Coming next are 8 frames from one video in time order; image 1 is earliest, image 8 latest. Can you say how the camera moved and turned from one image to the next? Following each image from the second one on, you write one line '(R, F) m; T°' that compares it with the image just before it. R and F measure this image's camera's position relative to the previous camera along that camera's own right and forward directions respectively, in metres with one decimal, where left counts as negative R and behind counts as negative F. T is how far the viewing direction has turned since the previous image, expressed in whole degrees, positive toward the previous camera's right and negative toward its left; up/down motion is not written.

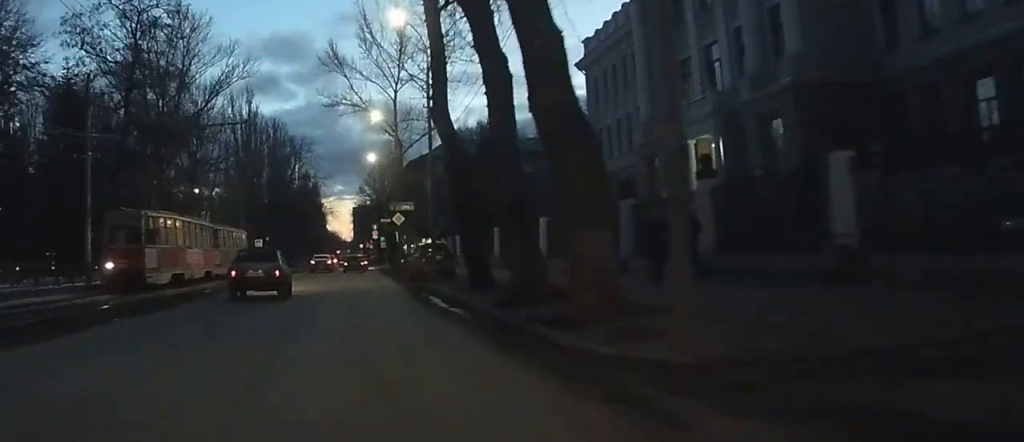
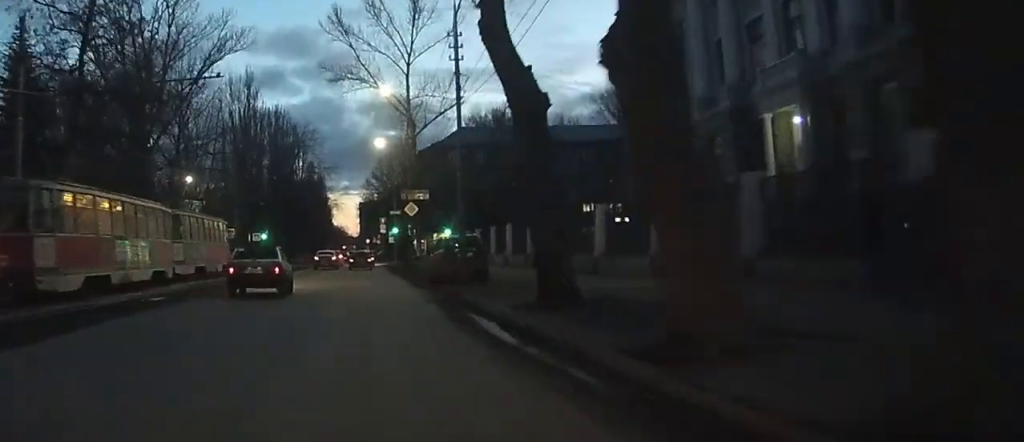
(0.0, +8.8) m; 0°
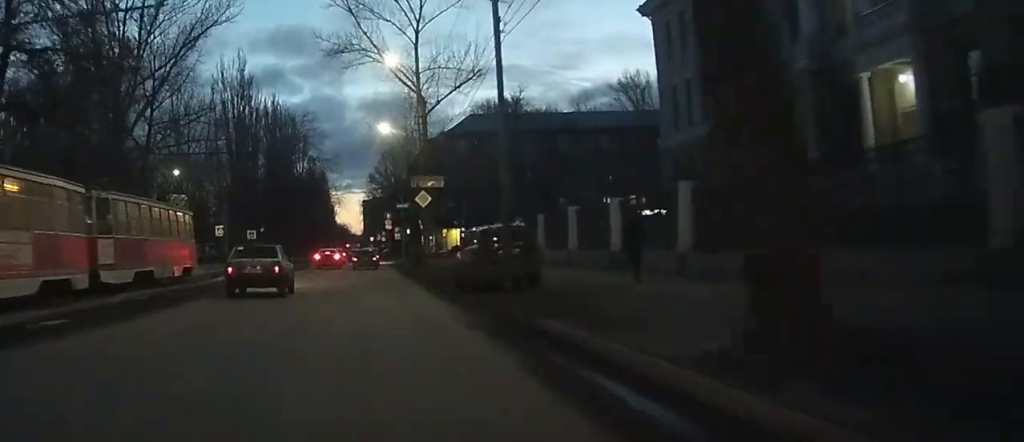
(-0.1, +8.4) m; 0°
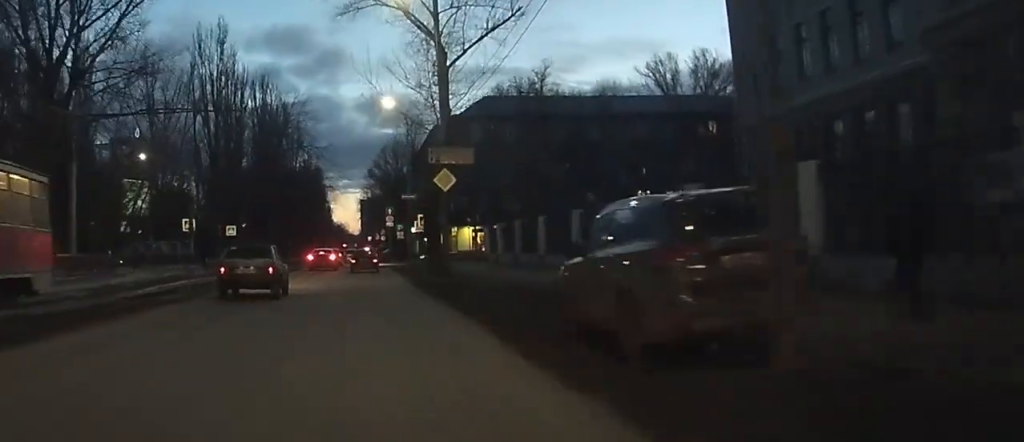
(0.0, +14.3) m; +1°
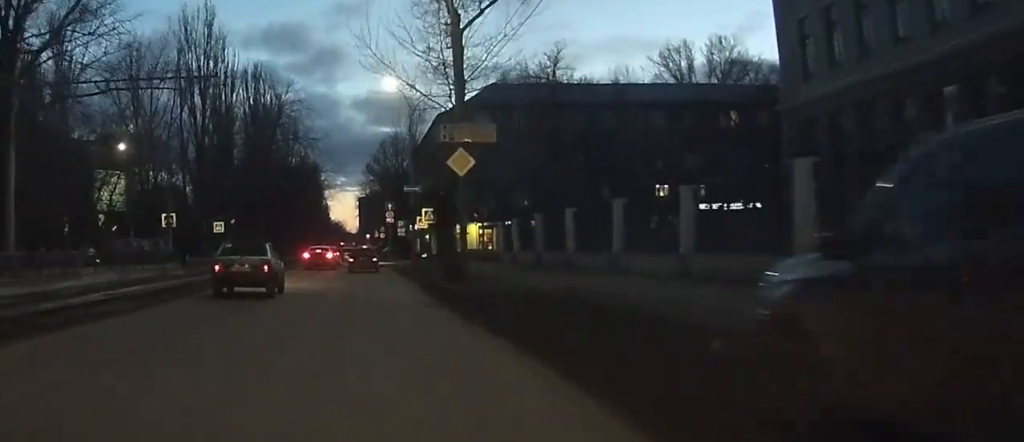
(0.0, +6.7) m; 0°
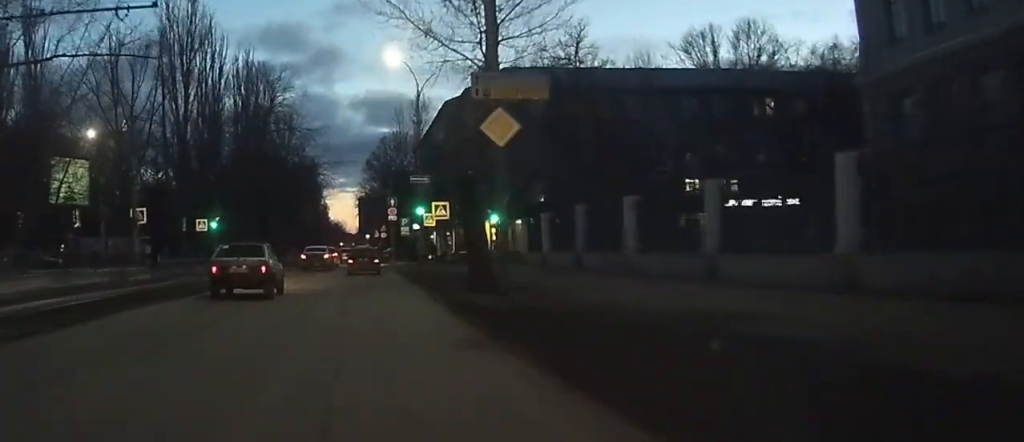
(0.0, +8.7) m; 0°
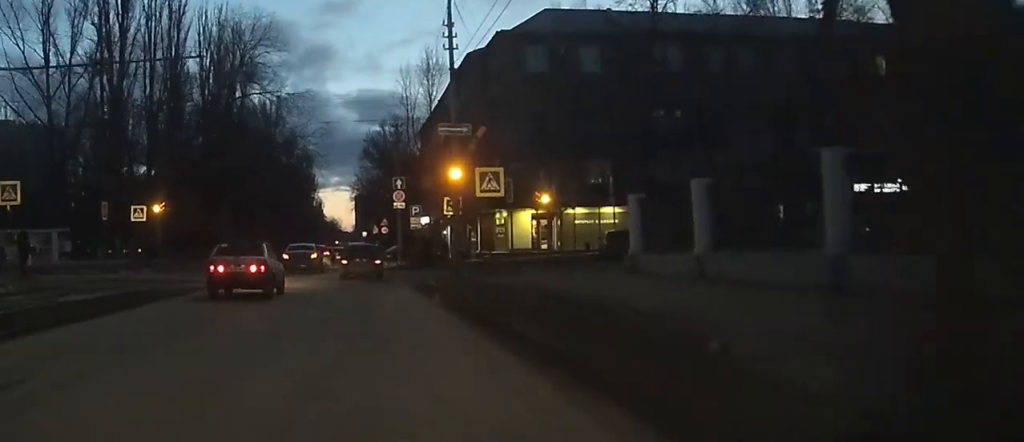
(0.0, +20.7) m; 0°
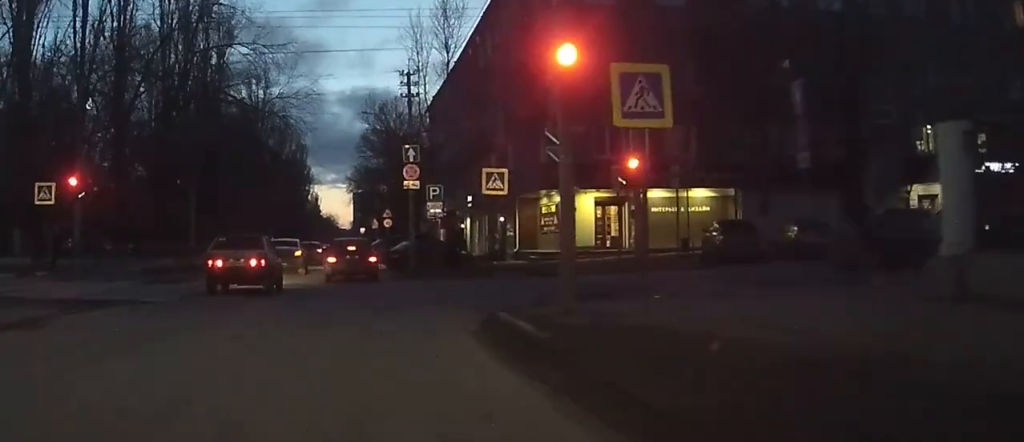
(0.0, +18.4) m; -1°
